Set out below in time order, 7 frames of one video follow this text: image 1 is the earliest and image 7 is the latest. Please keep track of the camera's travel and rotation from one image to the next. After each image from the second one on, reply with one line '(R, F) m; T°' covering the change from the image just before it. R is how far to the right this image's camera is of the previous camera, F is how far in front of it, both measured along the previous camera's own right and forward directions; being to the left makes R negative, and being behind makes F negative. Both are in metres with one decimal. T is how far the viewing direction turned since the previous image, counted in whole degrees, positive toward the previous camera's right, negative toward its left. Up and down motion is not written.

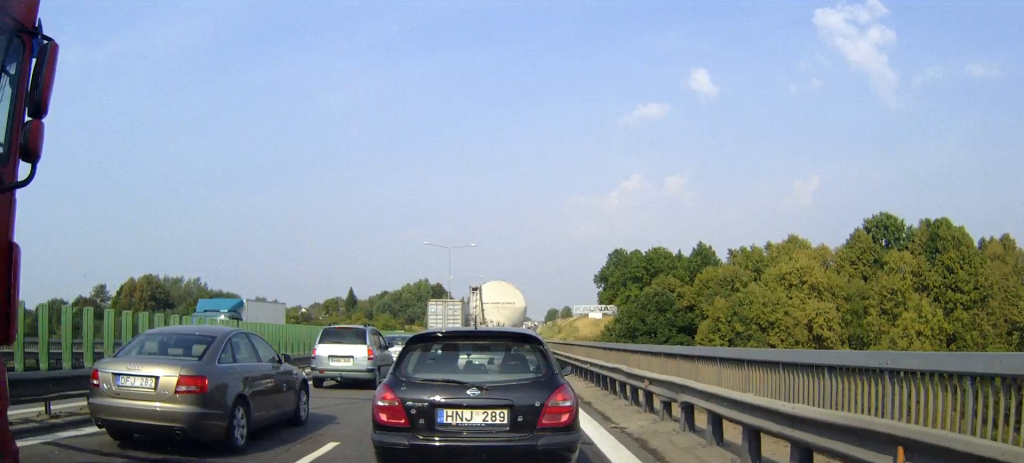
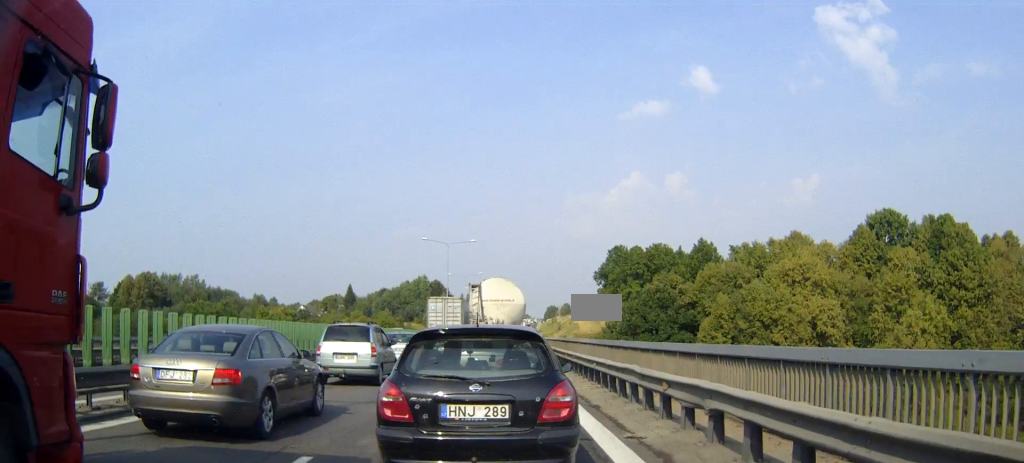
(-0.1, +1.4) m; 0°
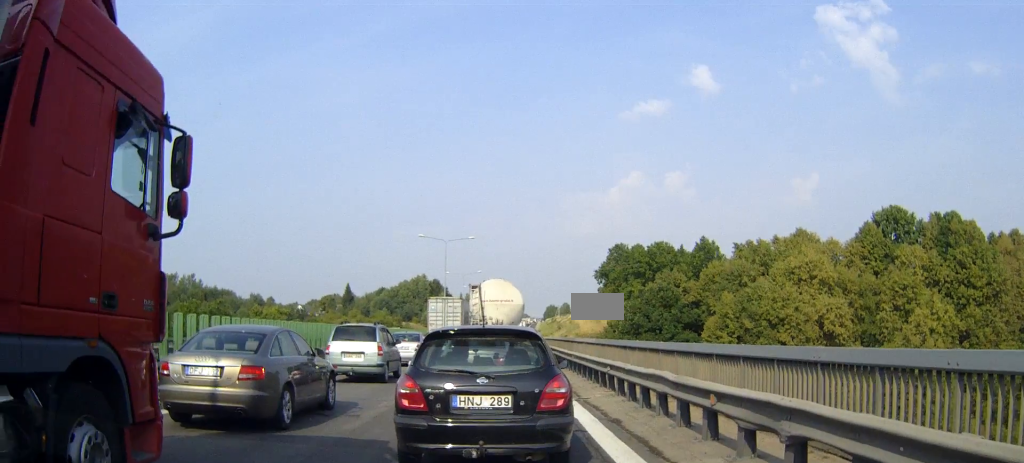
(0.0, +2.5) m; 0°
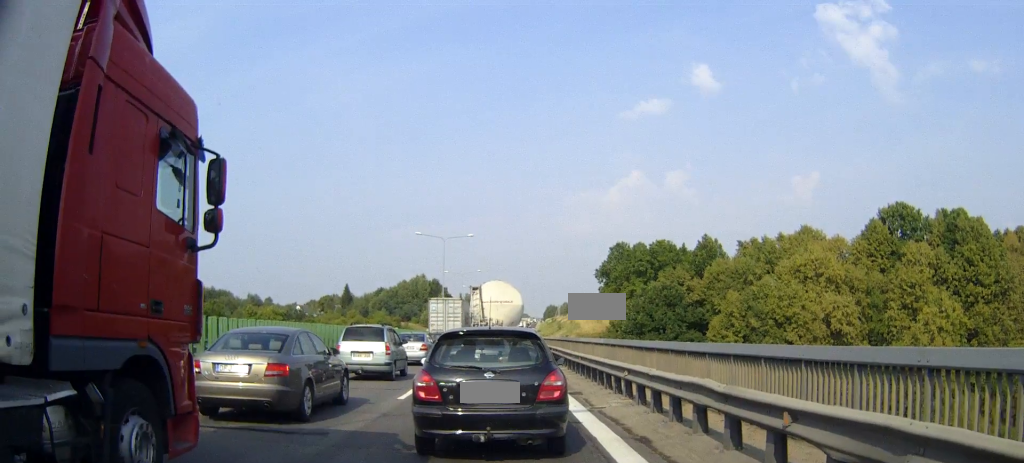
(0.0, +2.2) m; 0°
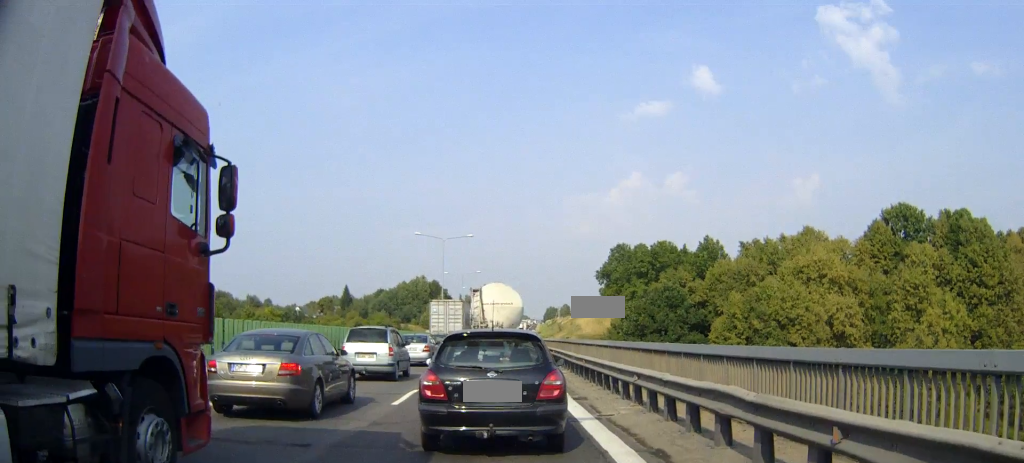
(0.0, +0.9) m; +1°
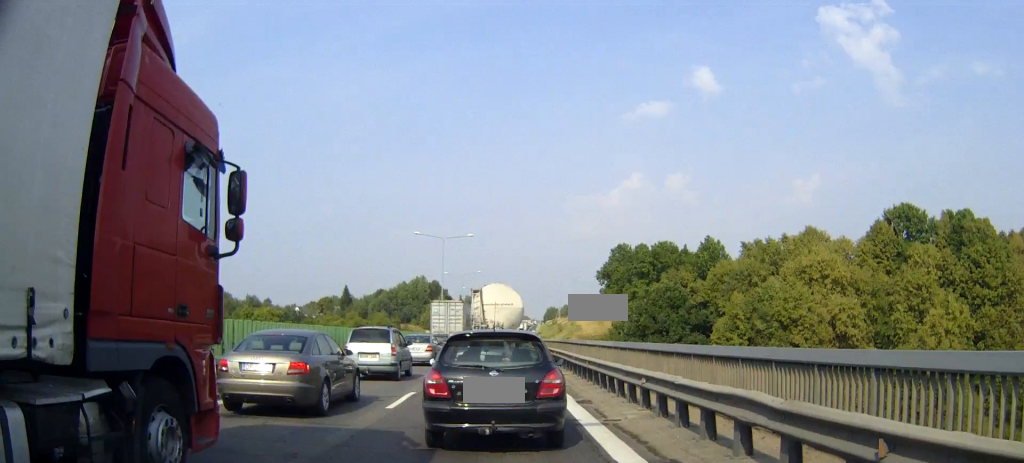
(0.0, +0.7) m; 0°
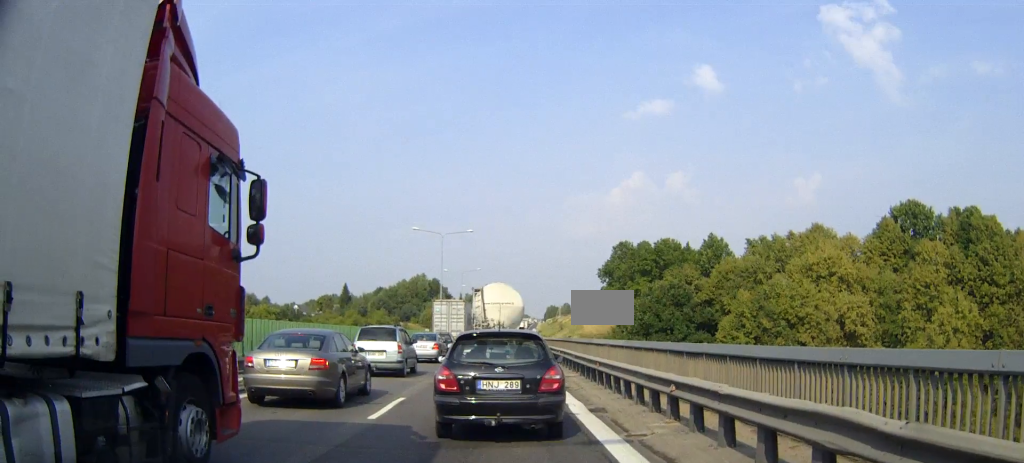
(0.0, +2.2) m; -2°
